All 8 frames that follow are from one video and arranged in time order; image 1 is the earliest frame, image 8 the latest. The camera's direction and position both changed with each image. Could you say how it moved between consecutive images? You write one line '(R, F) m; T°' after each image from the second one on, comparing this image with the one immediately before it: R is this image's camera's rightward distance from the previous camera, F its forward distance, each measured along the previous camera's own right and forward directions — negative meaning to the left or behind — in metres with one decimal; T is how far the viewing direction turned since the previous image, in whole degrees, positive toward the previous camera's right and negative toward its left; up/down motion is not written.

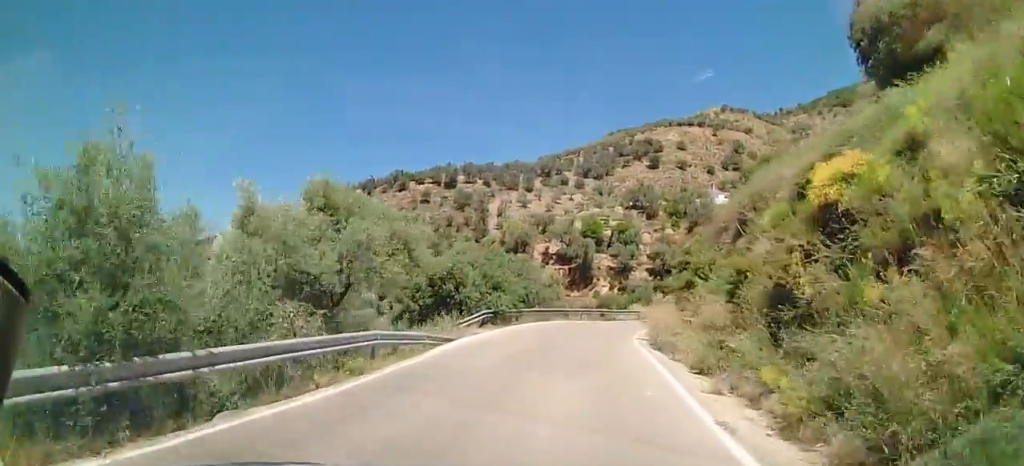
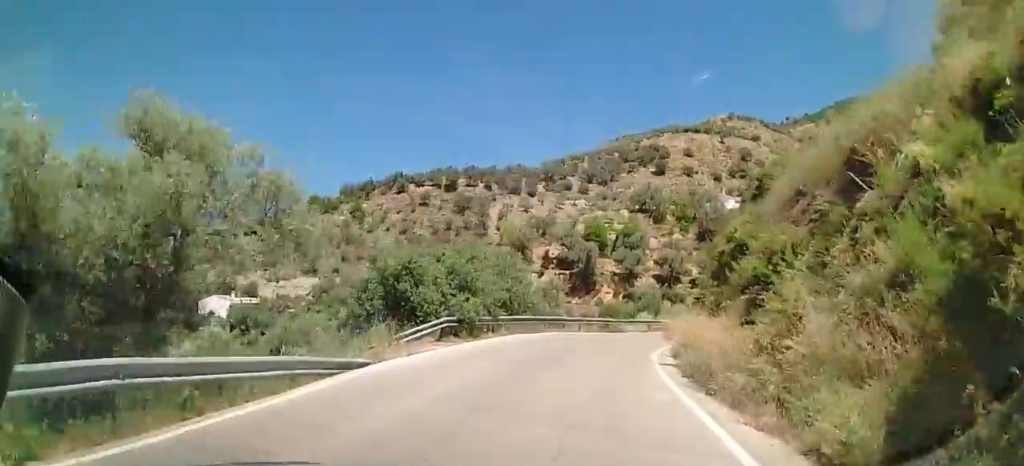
(-0.1, +7.7) m; -1°
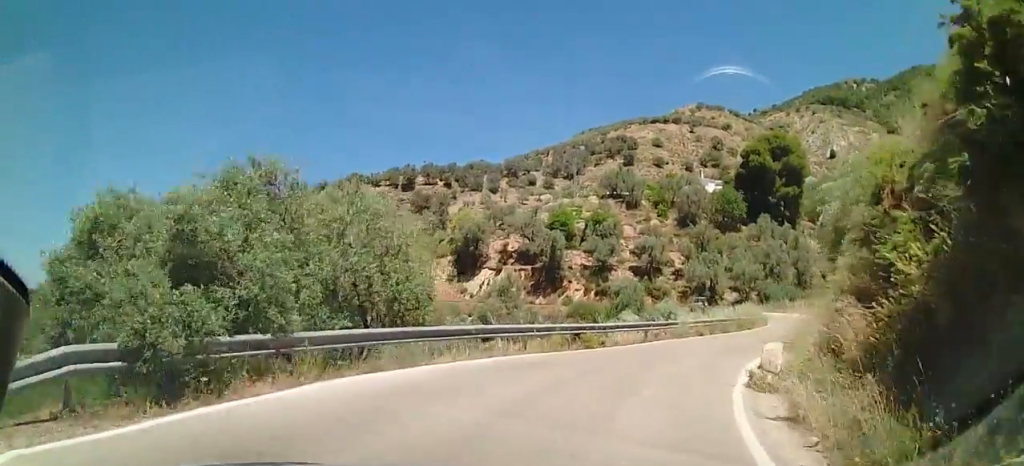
(+0.4, +14.7) m; +9°
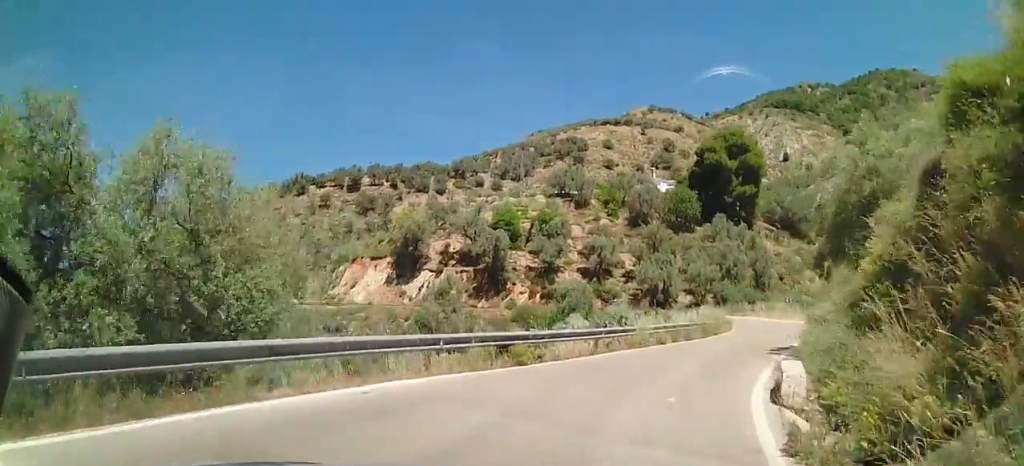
(+0.4, +4.6) m; +6°
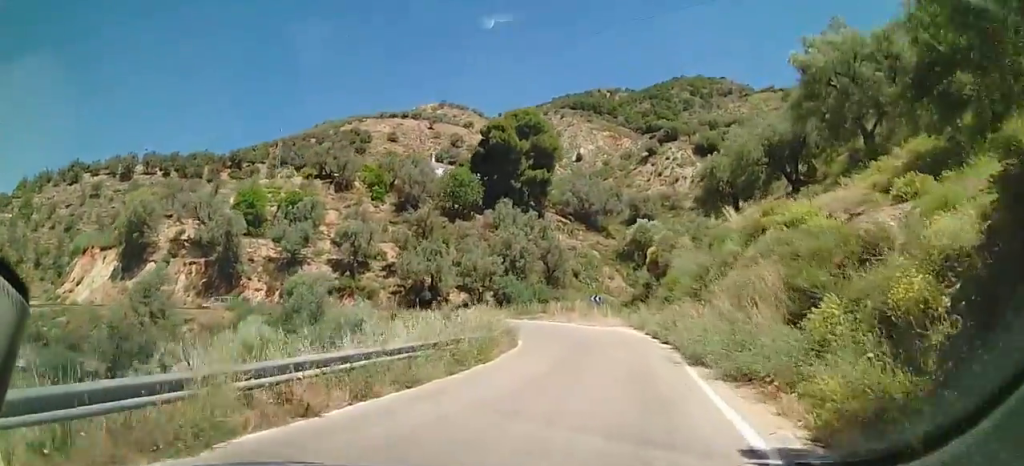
(+1.3, +15.5) m; +8°
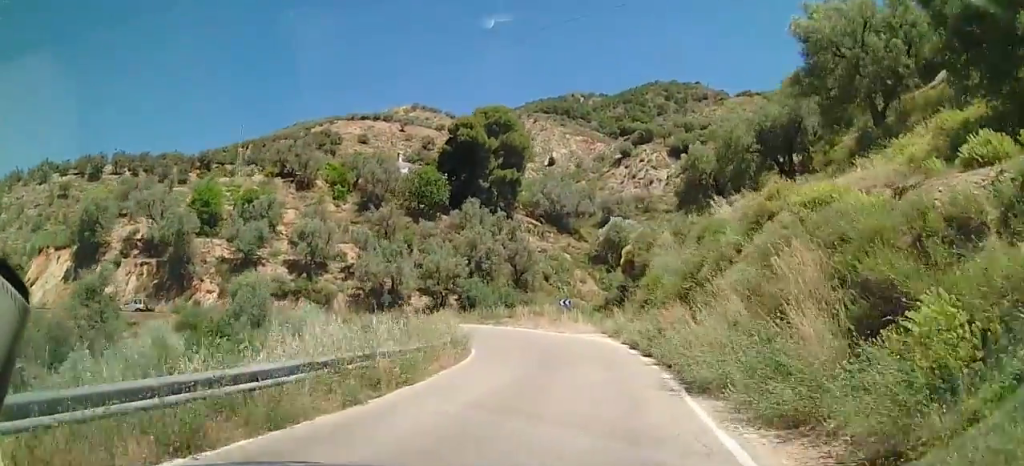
(0.0, +3.7) m; +2°
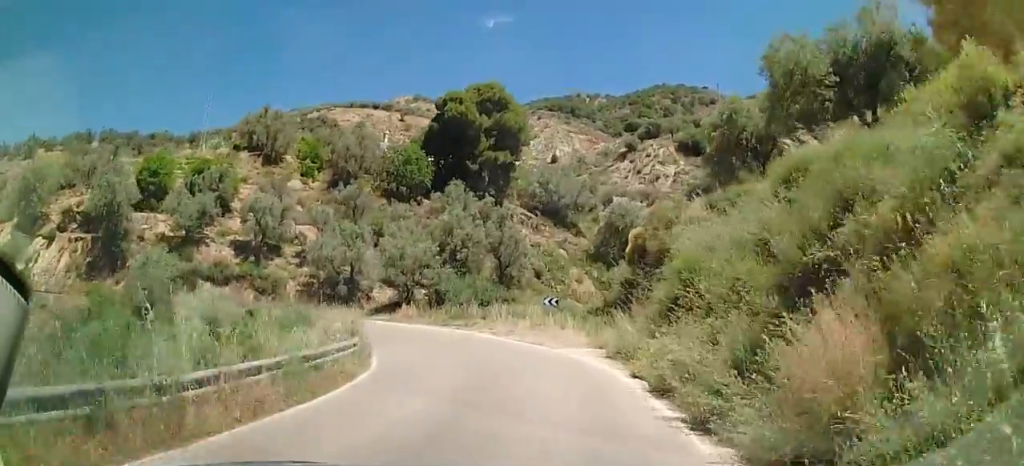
(+0.6, +9.0) m; +5°
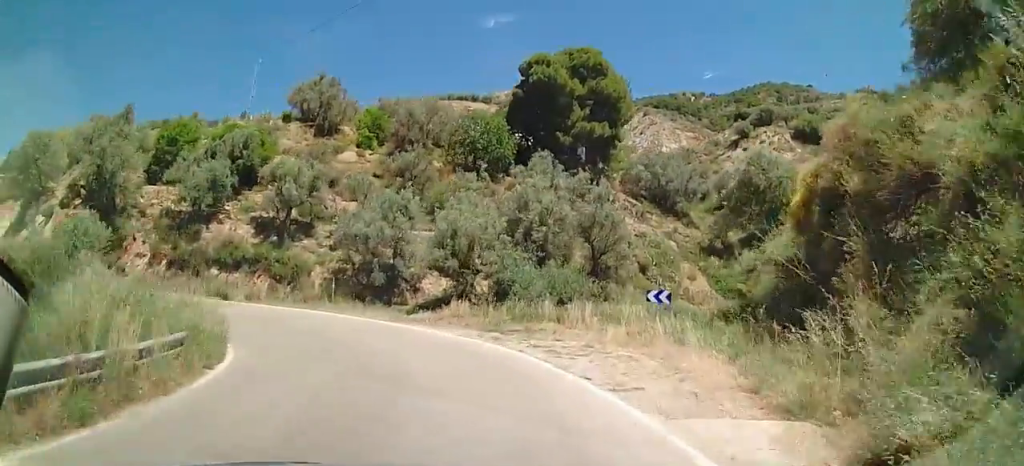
(0.0, +12.4) m; -7°
